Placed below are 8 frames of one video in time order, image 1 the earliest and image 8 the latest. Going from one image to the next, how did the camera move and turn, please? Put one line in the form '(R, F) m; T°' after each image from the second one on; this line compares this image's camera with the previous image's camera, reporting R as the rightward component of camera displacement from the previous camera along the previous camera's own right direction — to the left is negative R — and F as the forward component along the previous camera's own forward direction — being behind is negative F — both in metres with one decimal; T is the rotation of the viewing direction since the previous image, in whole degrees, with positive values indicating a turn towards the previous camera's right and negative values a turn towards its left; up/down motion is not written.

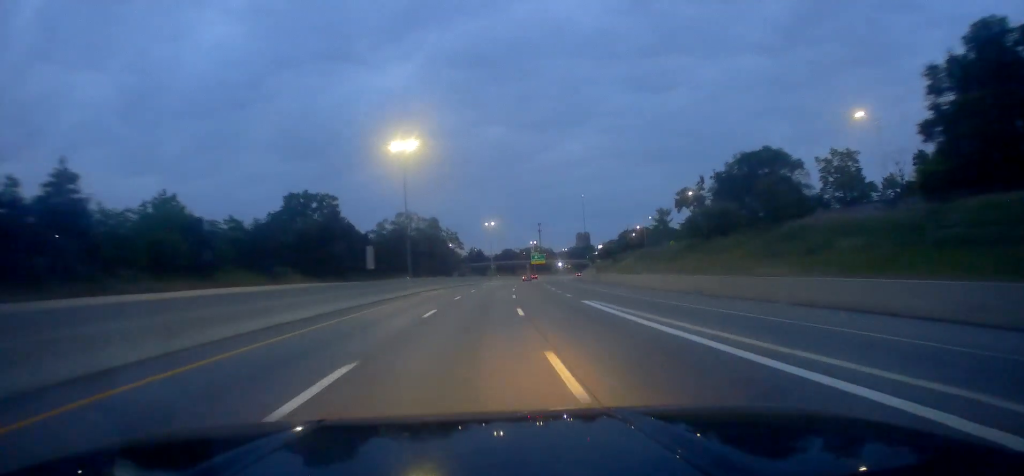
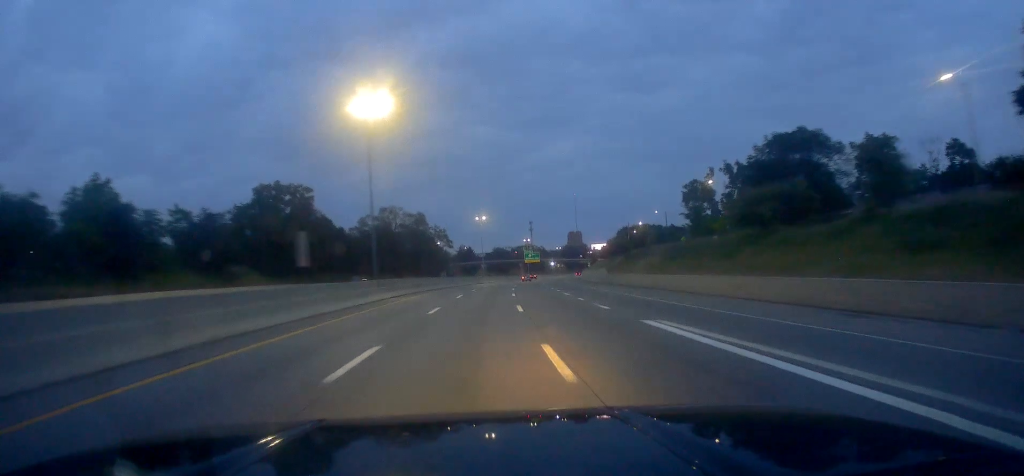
(0.0, +13.6) m; +1°
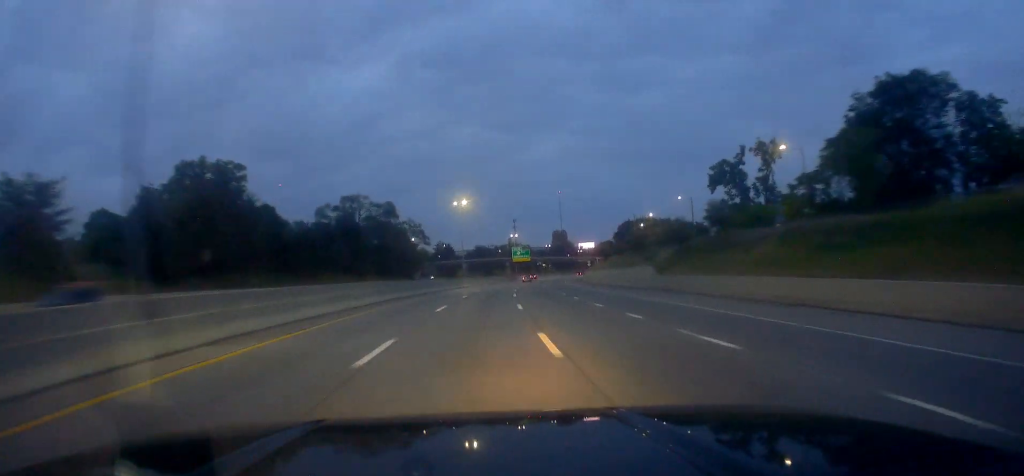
(+0.3, +28.3) m; +2°
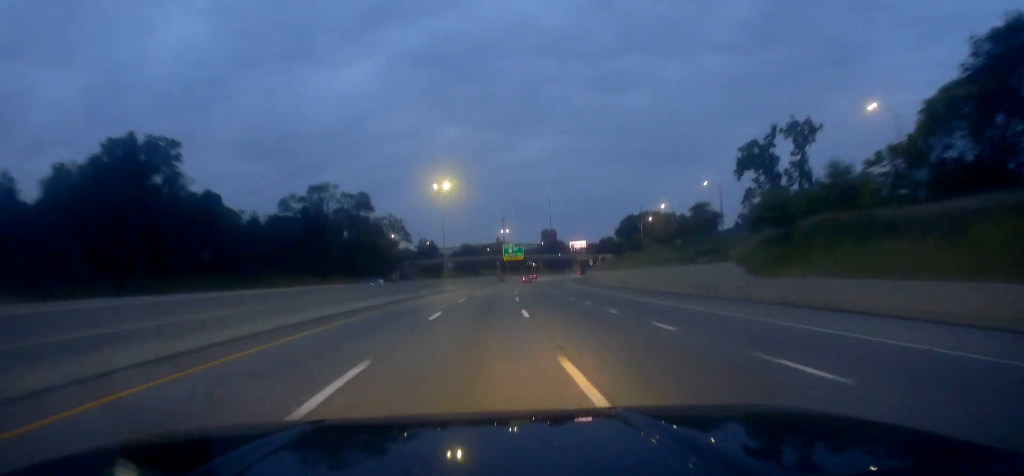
(+0.7, +19.1) m; +1°
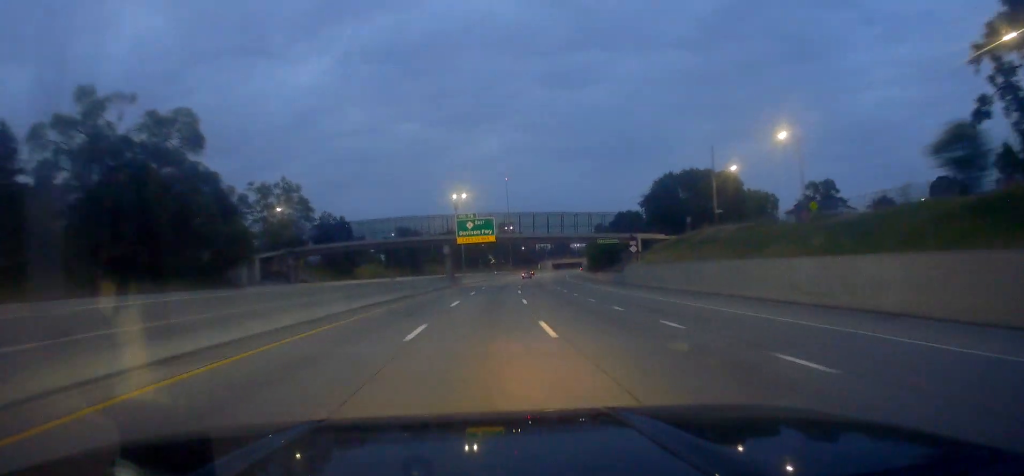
(+2.4, +69.2) m; +5°
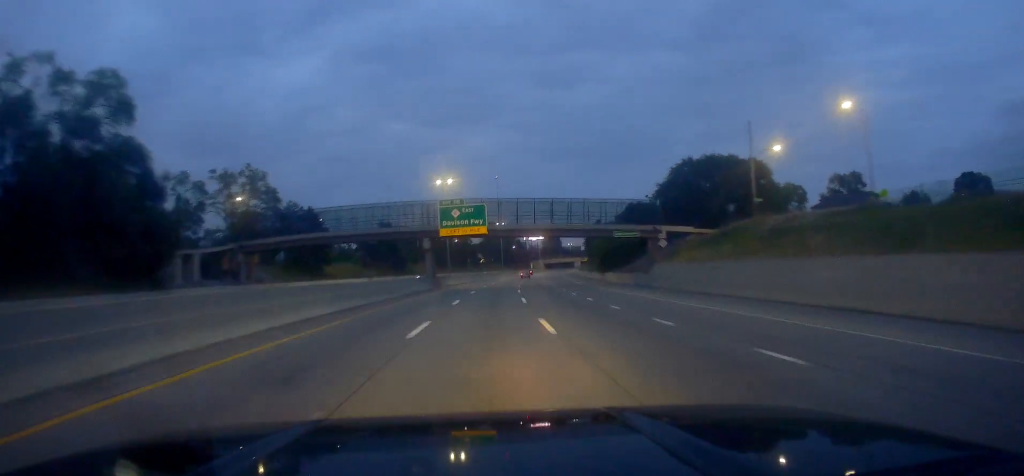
(0.0, +14.5) m; +1°
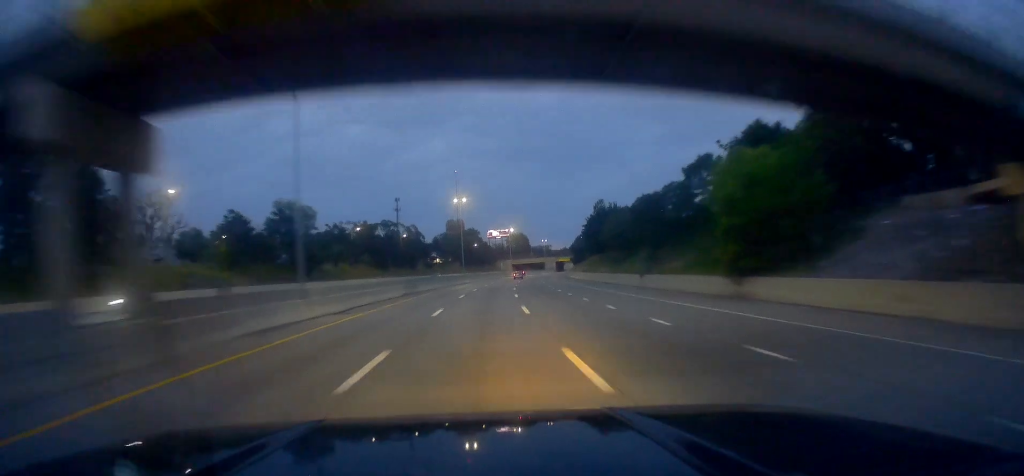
(+1.8, +53.4) m; +3°
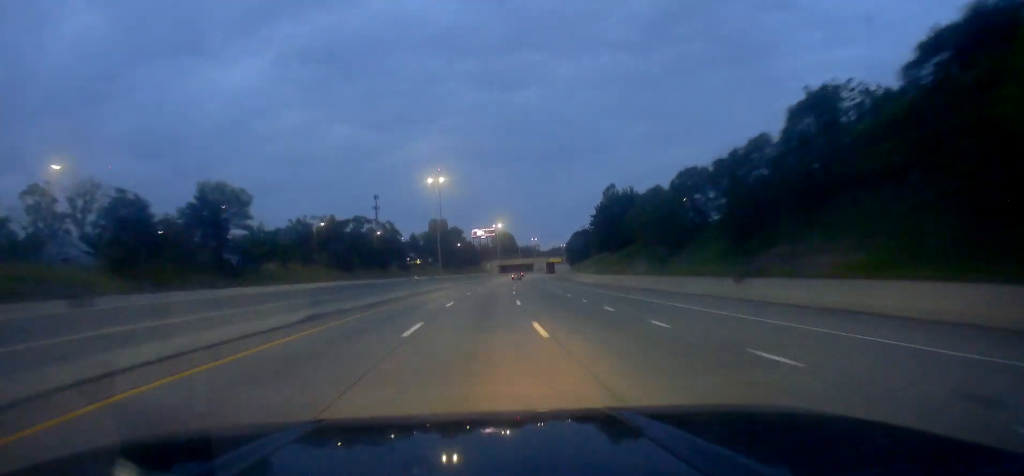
(+0.3, +23.3) m; +2°
